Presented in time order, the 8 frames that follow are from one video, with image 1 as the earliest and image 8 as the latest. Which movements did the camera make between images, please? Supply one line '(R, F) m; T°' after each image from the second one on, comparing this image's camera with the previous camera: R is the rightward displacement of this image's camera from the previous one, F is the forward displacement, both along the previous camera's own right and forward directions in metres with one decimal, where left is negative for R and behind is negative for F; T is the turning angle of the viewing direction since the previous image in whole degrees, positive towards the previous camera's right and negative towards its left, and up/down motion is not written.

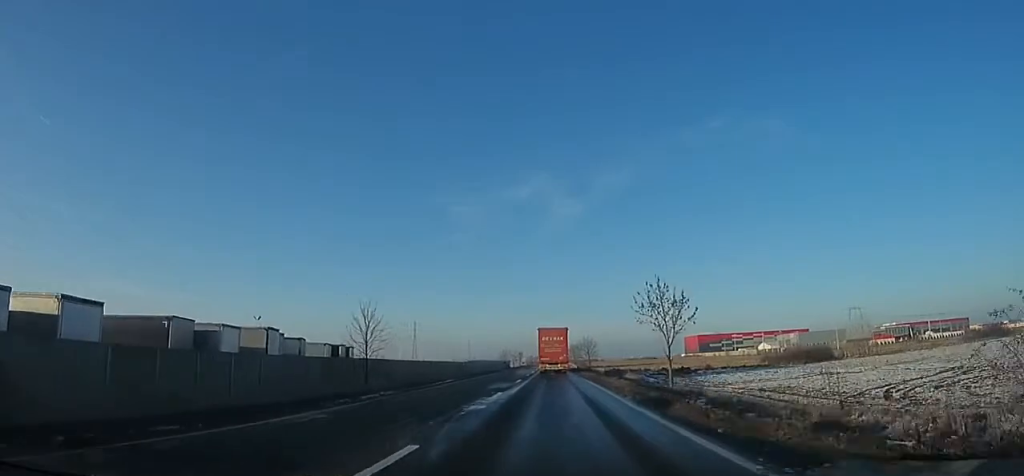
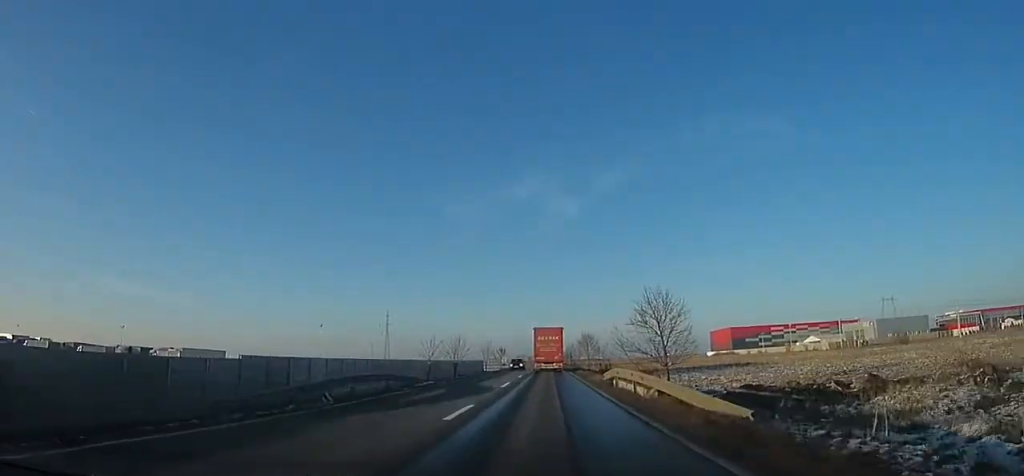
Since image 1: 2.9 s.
(+1.3, +54.0) m; +1°
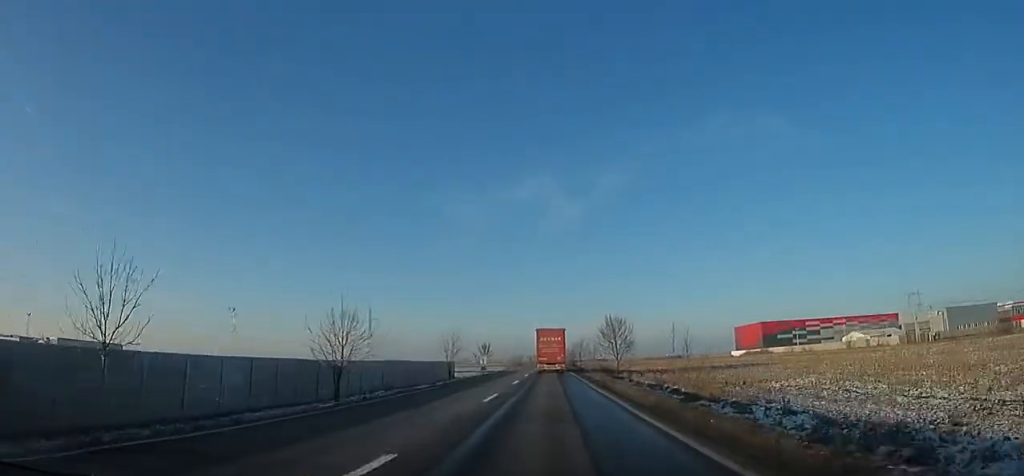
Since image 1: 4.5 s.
(+0.1, +30.9) m; -1°
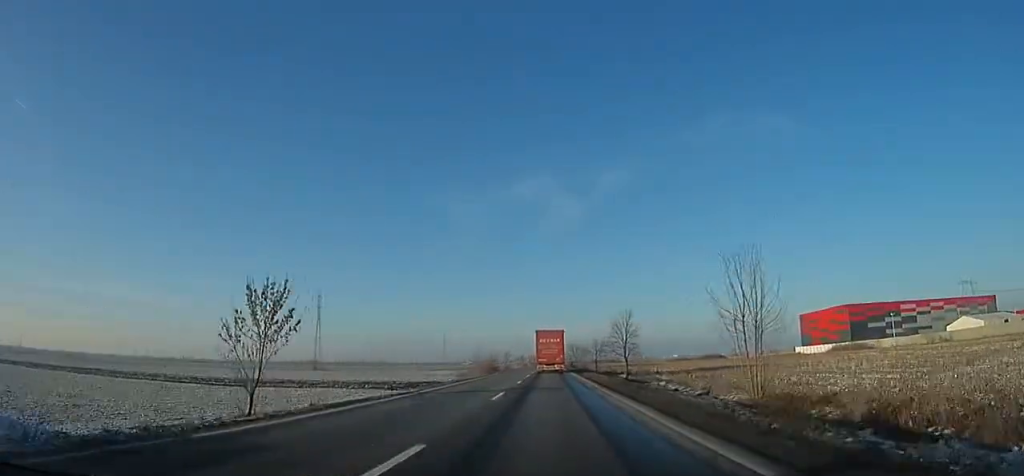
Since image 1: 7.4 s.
(-1.1, +58.3) m; -1°
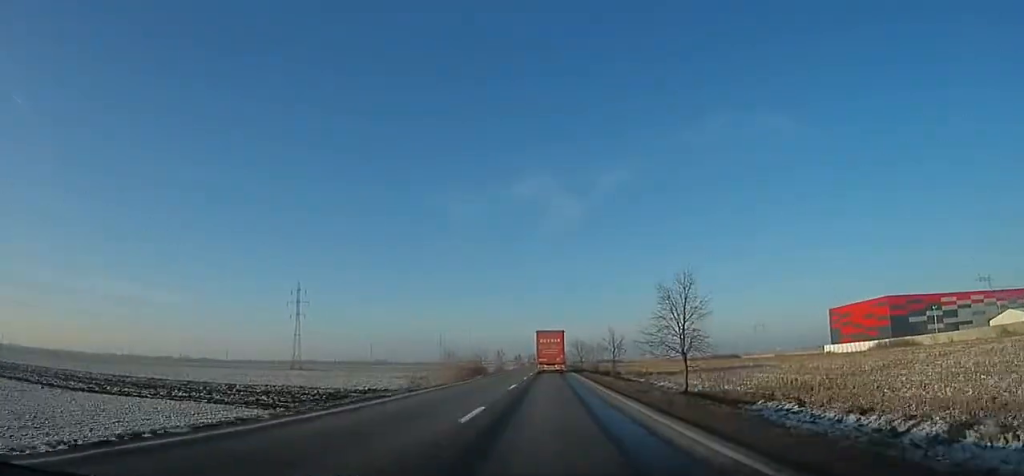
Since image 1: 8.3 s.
(0.0, +17.5) m; 0°
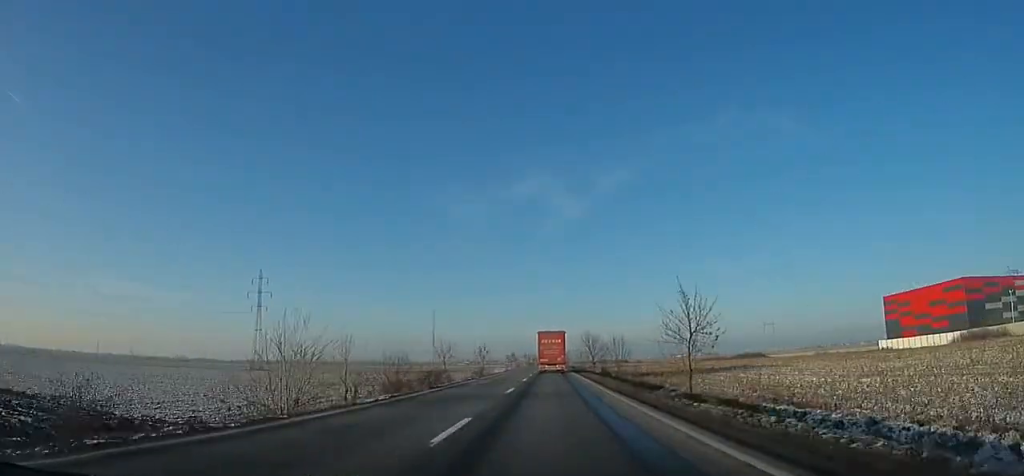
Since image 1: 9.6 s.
(0.0, +26.0) m; +1°
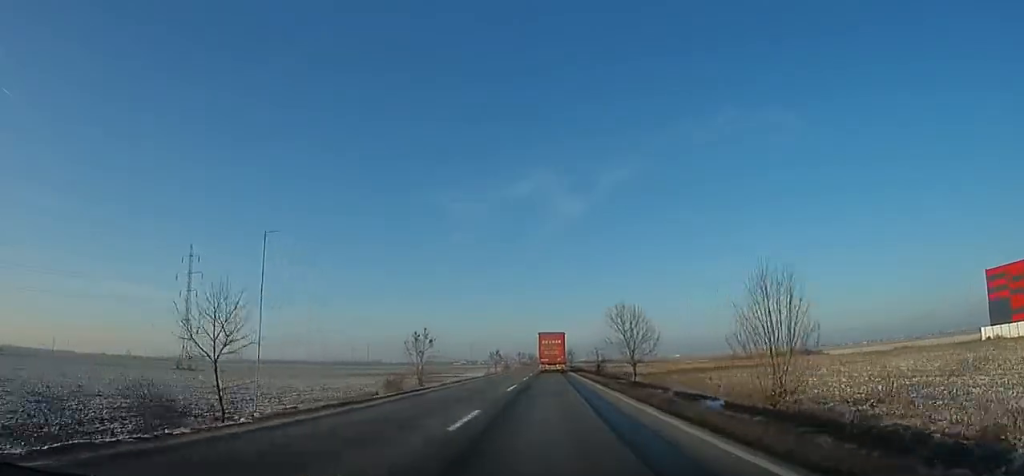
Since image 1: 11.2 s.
(+0.3, +34.1) m; +1°
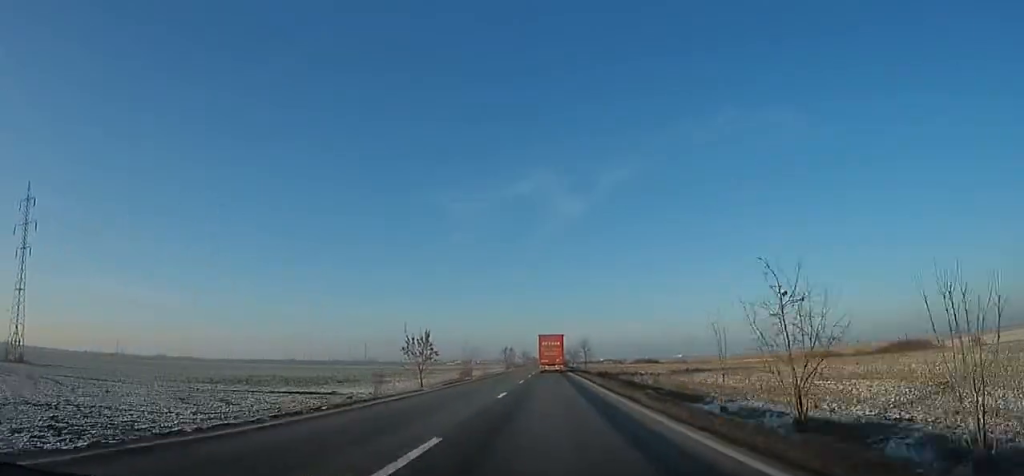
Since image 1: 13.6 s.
(+0.2, +51.3) m; 0°
